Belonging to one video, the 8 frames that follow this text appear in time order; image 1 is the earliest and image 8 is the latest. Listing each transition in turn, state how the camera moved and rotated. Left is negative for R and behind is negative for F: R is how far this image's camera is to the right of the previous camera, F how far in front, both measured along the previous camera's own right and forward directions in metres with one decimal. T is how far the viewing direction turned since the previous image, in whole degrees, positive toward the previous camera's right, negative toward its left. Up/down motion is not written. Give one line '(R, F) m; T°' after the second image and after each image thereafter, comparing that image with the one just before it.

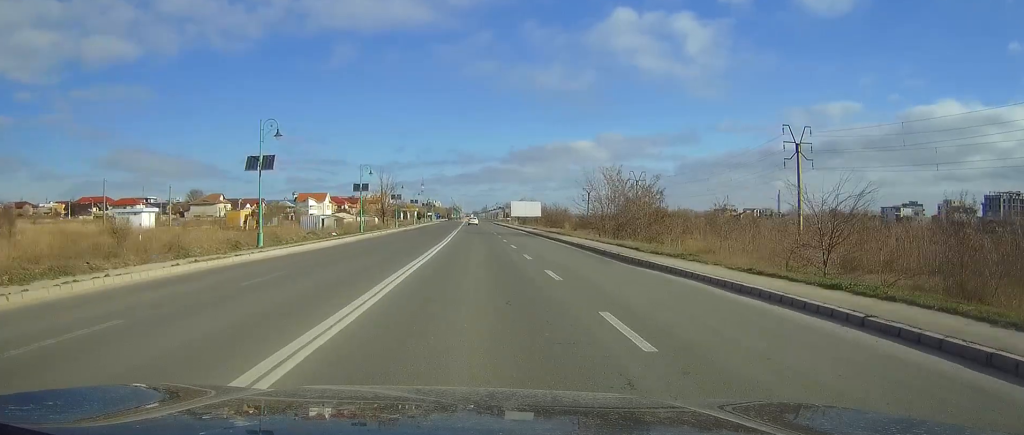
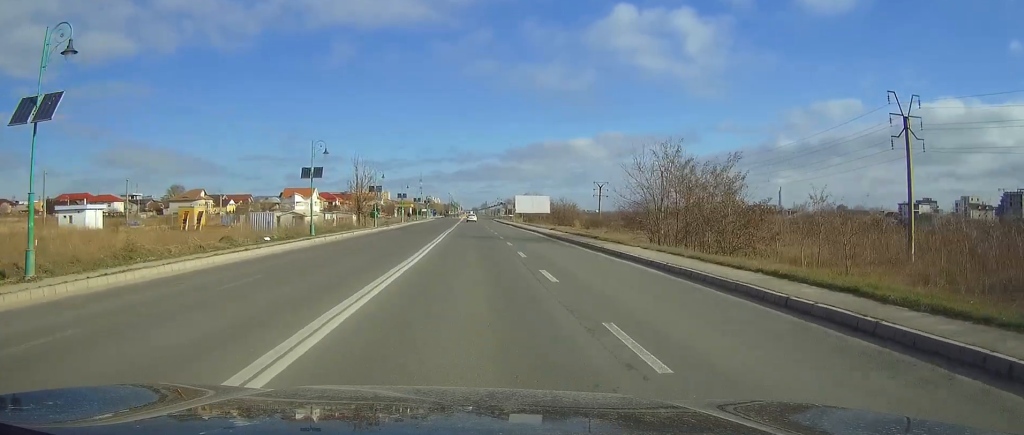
(0.0, +19.2) m; 0°
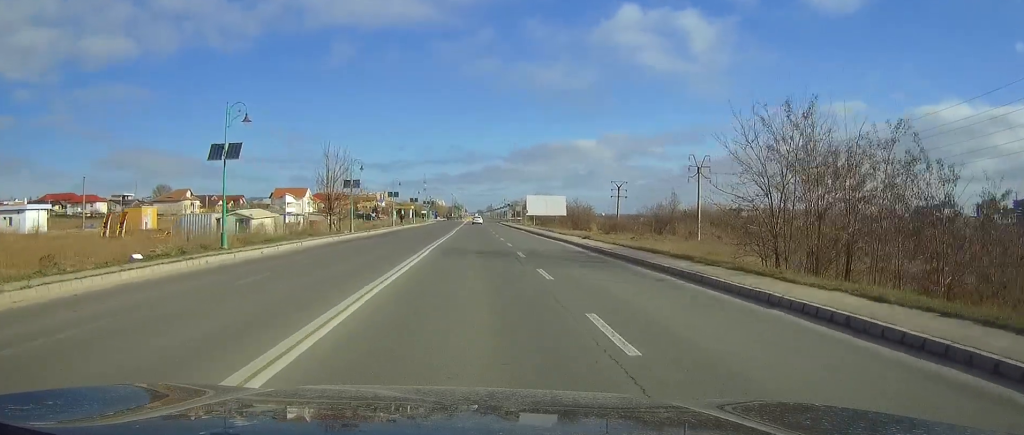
(-0.1, +17.3) m; 0°
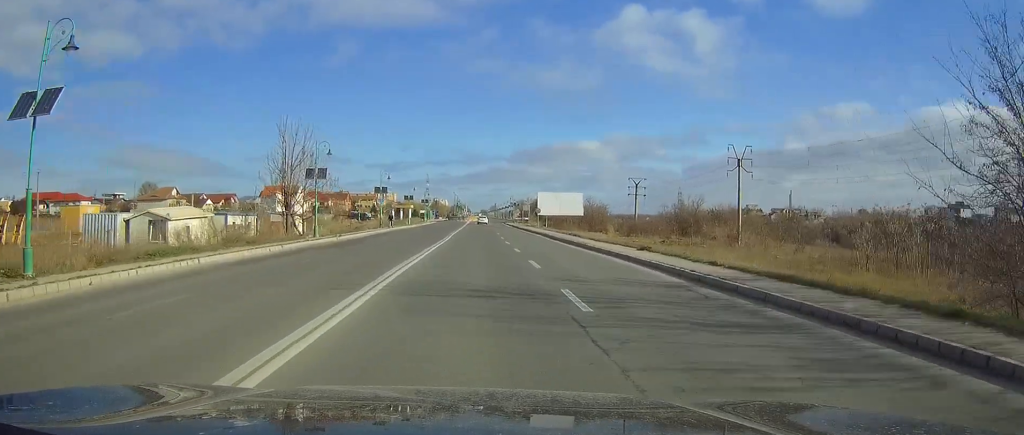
(0.0, +14.7) m; 0°
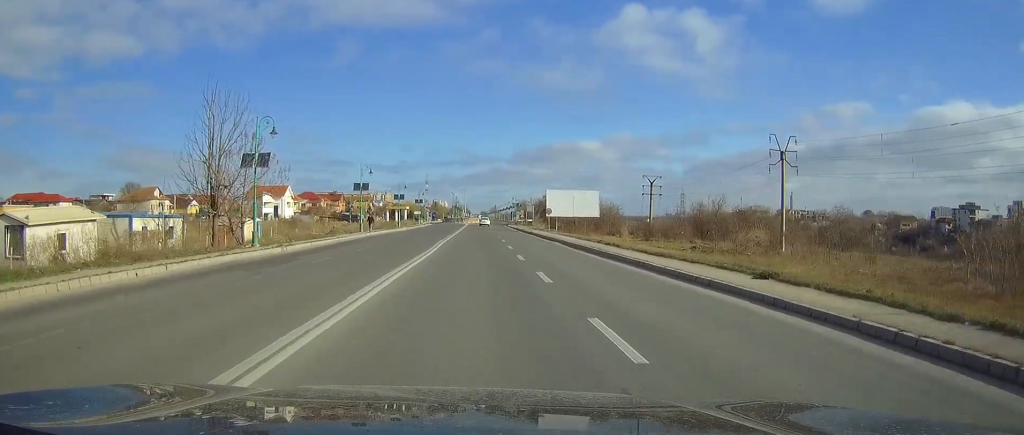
(0.0, +12.9) m; 0°
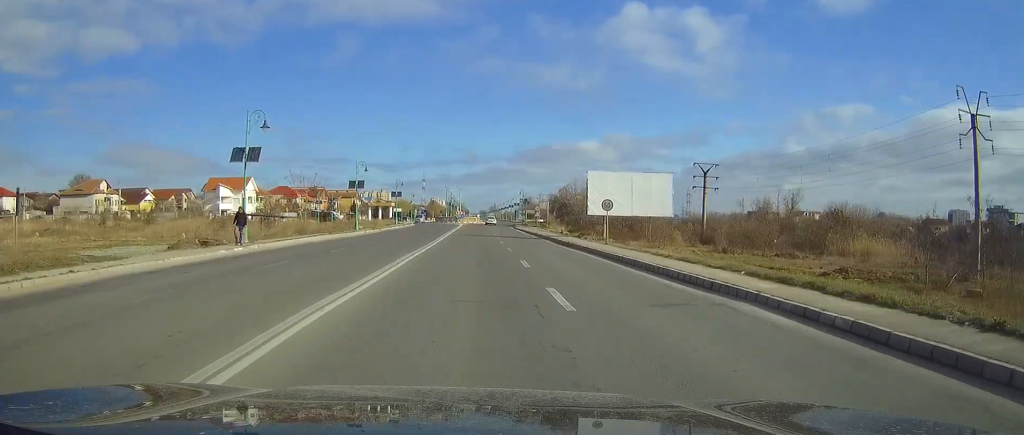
(-0.1, +32.7) m; 0°
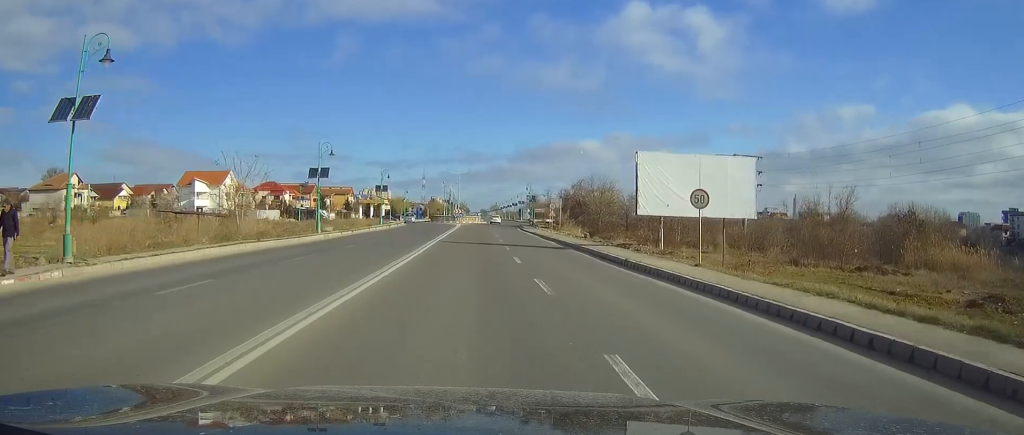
(0.0, +15.7) m; 0°
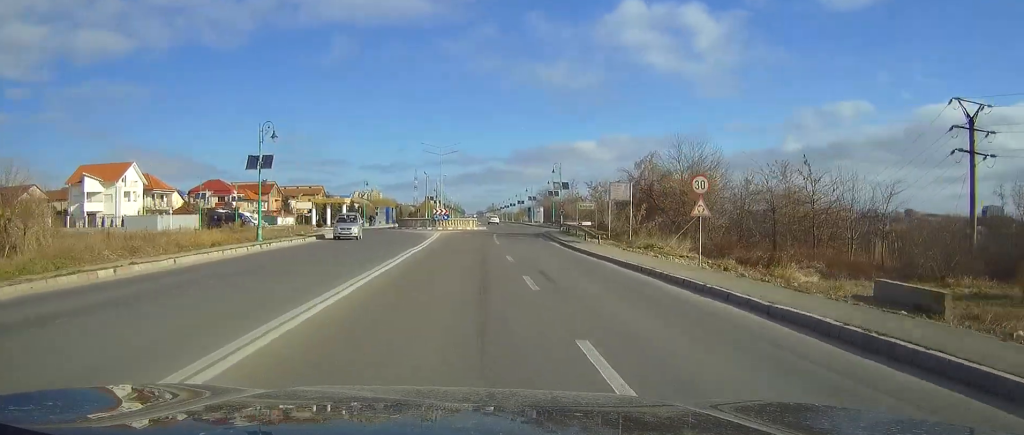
(+0.3, +44.4) m; +1°
